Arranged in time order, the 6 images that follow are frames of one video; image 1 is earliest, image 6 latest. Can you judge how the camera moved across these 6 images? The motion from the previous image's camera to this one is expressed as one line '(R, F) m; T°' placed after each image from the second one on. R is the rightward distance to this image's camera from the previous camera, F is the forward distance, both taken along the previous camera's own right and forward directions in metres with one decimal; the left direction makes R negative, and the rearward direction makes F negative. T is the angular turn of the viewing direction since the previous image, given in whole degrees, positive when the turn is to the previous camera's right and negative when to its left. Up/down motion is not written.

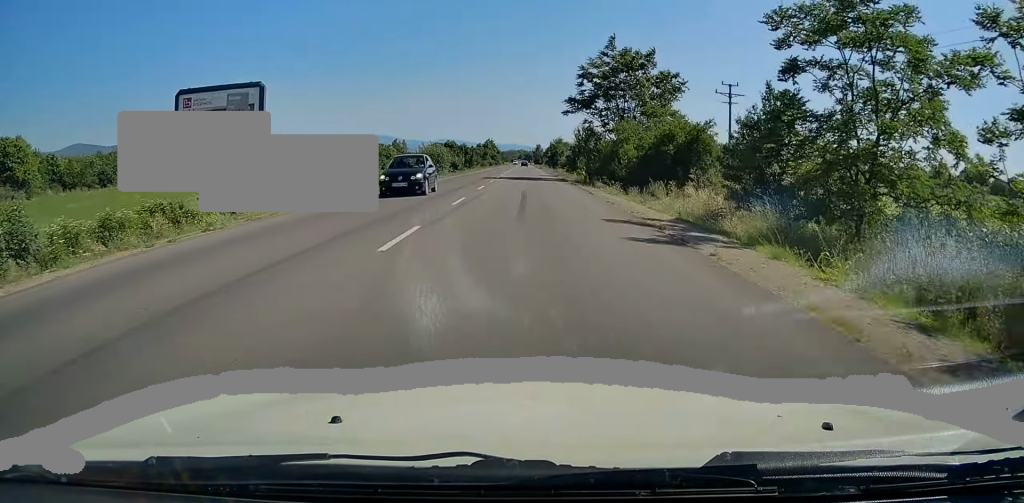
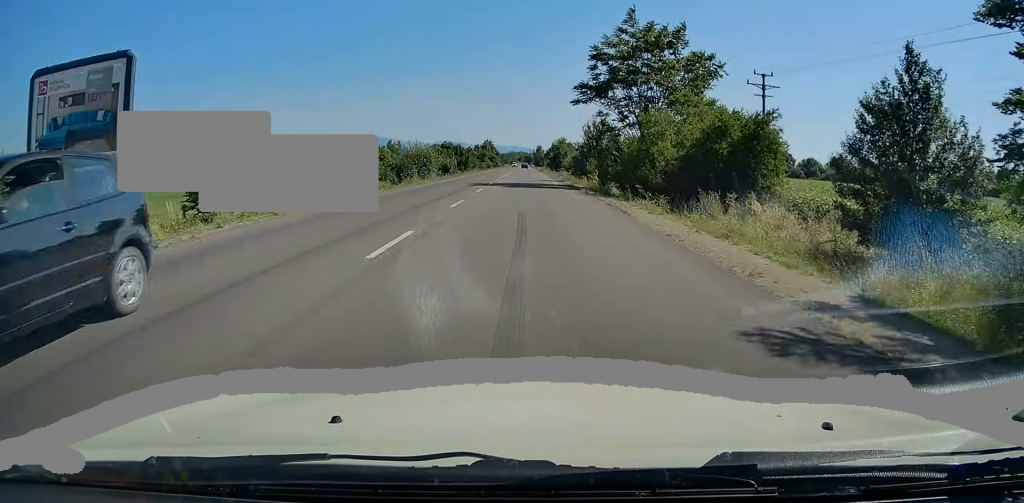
(-0.1, +9.3) m; 0°
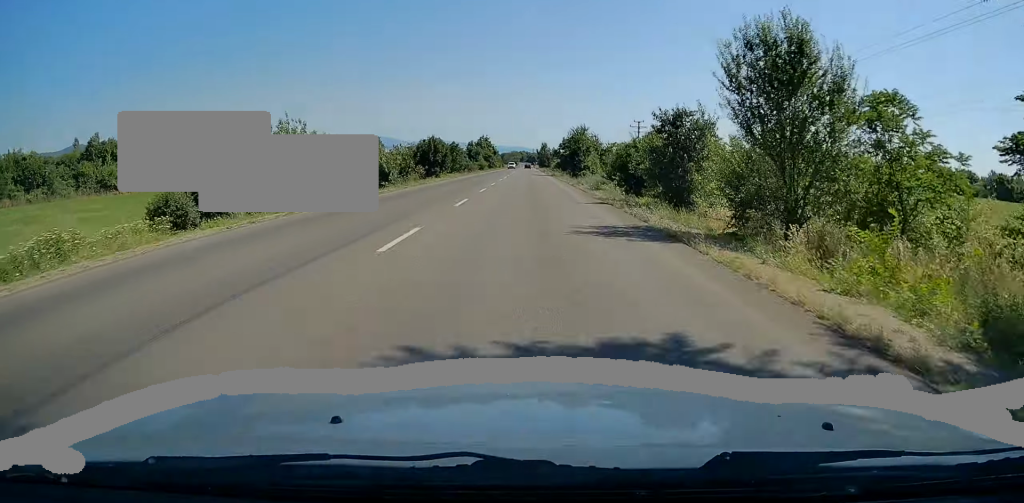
(+0.3, +35.0) m; 0°
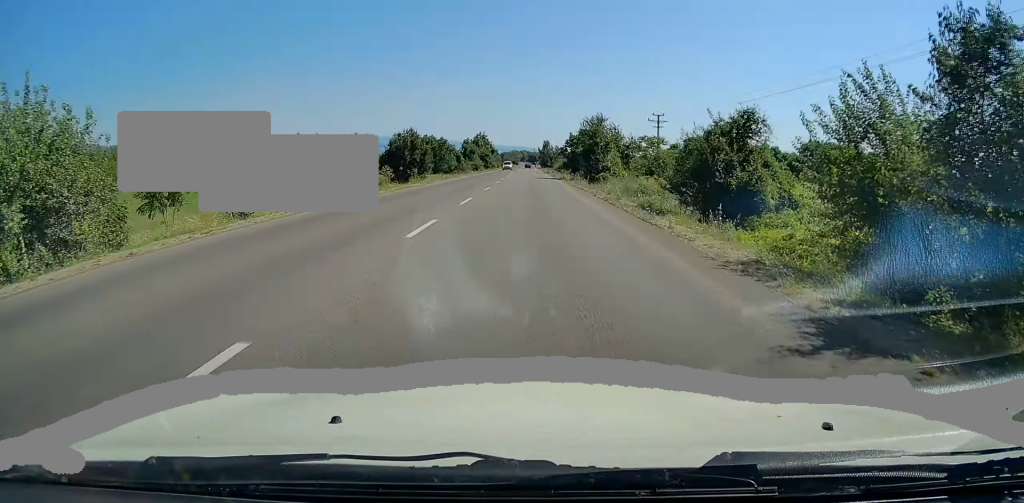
(-0.2, +16.6) m; 0°
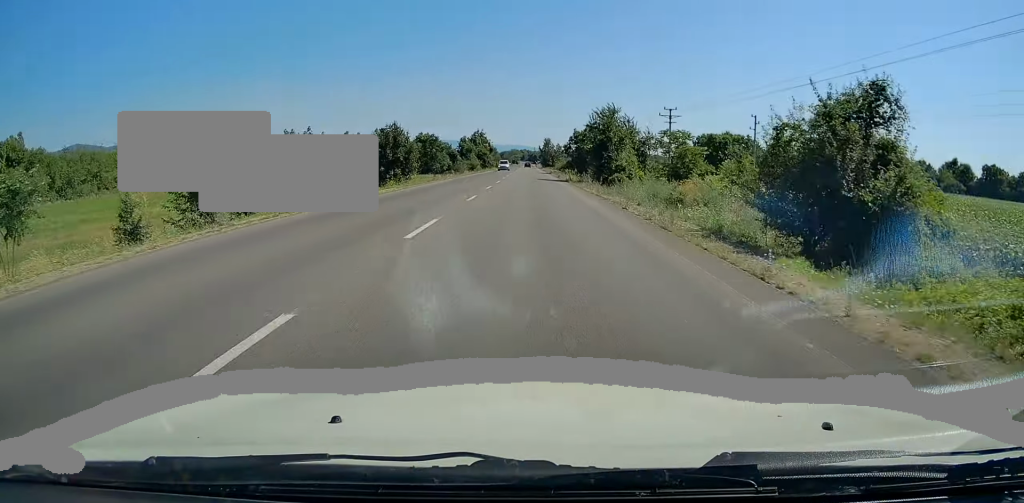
(+0.1, +8.3) m; 0°
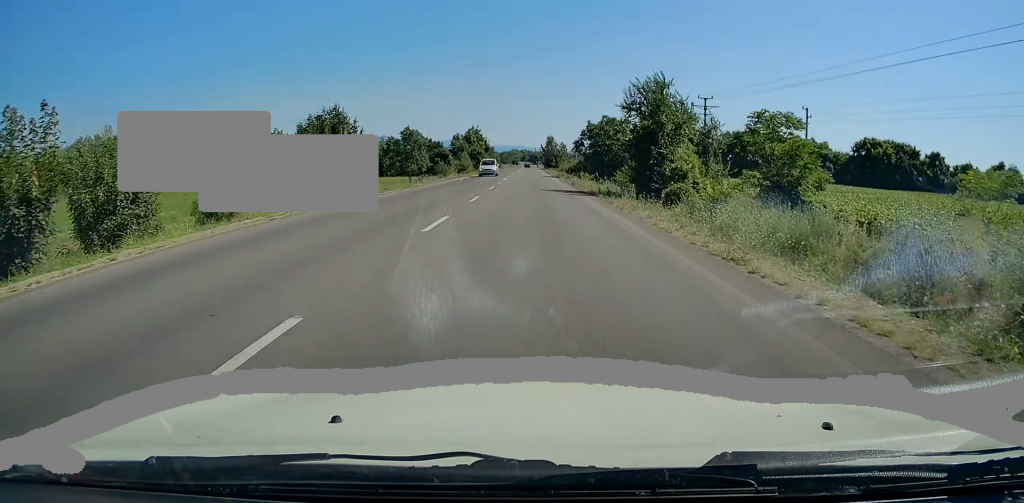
(+0.2, +17.8) m; 0°
